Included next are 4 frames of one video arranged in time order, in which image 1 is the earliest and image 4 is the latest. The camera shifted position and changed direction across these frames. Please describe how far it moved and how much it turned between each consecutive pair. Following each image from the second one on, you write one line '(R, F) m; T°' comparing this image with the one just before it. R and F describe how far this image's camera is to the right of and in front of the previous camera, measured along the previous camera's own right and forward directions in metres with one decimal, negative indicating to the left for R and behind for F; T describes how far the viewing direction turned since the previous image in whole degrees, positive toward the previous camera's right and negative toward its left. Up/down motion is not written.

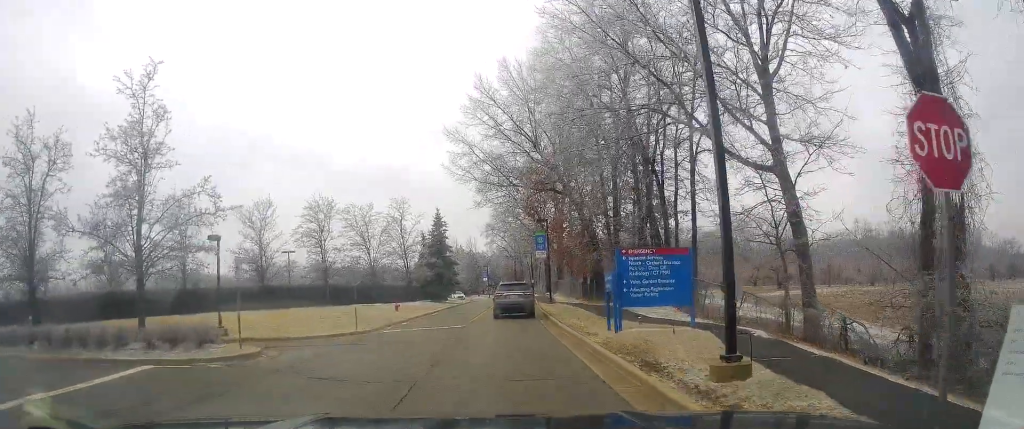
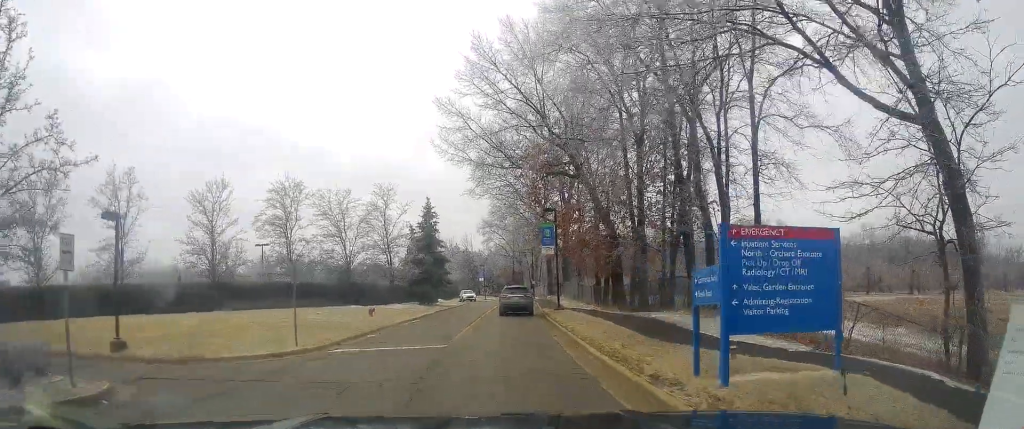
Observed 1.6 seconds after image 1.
(-0.5, +7.7) m; -3°
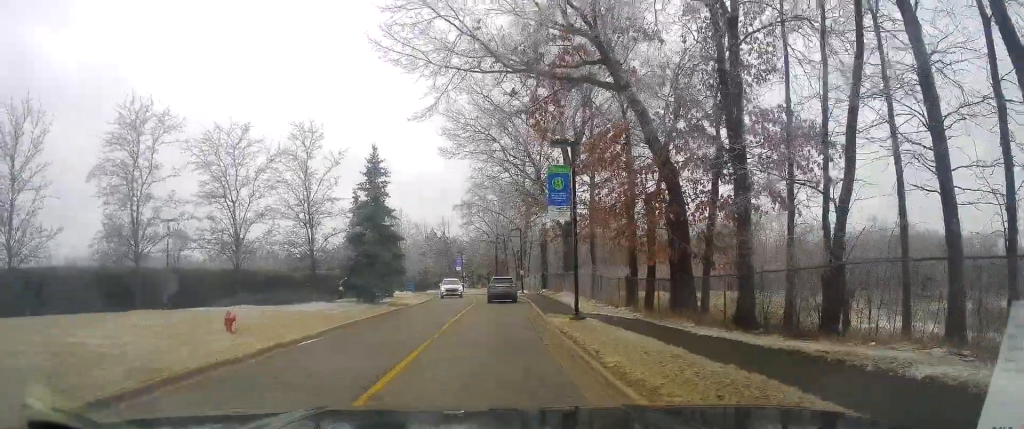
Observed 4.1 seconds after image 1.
(+0.6, +13.0) m; +5°
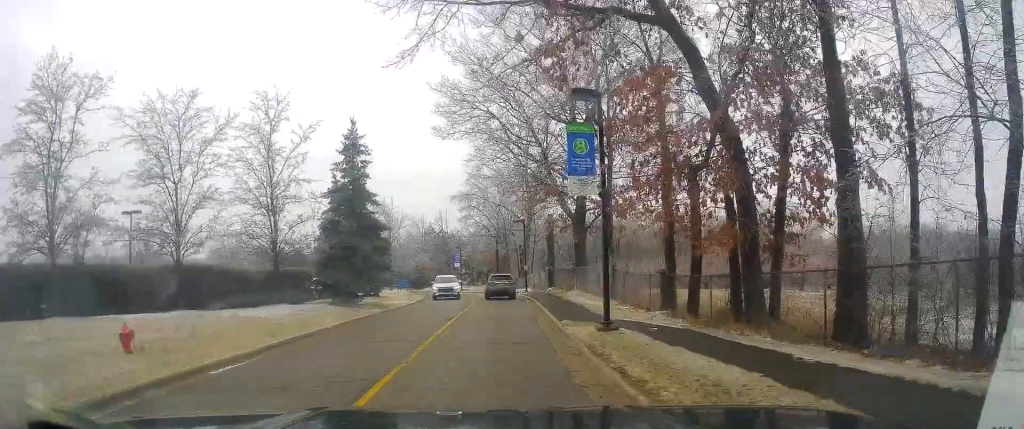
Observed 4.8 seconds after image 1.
(+0.1, +4.6) m; -1°
